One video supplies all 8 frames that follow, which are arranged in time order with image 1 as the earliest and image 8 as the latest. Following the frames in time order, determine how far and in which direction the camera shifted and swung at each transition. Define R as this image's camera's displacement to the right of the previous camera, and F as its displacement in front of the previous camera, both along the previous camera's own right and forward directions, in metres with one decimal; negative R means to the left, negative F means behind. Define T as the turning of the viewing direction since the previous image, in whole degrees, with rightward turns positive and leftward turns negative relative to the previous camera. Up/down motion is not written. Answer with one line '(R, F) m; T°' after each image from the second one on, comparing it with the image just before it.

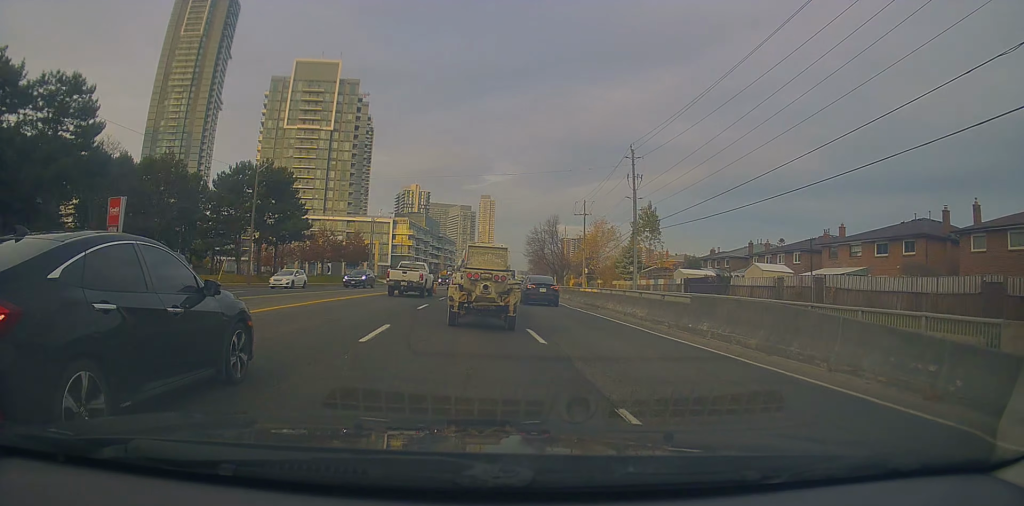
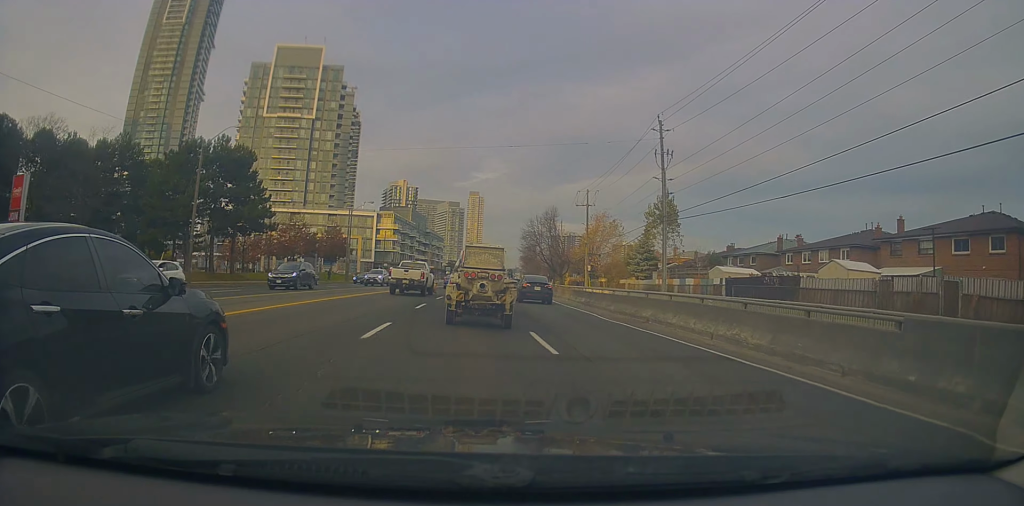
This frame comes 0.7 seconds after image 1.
(+0.1, +9.5) m; 0°
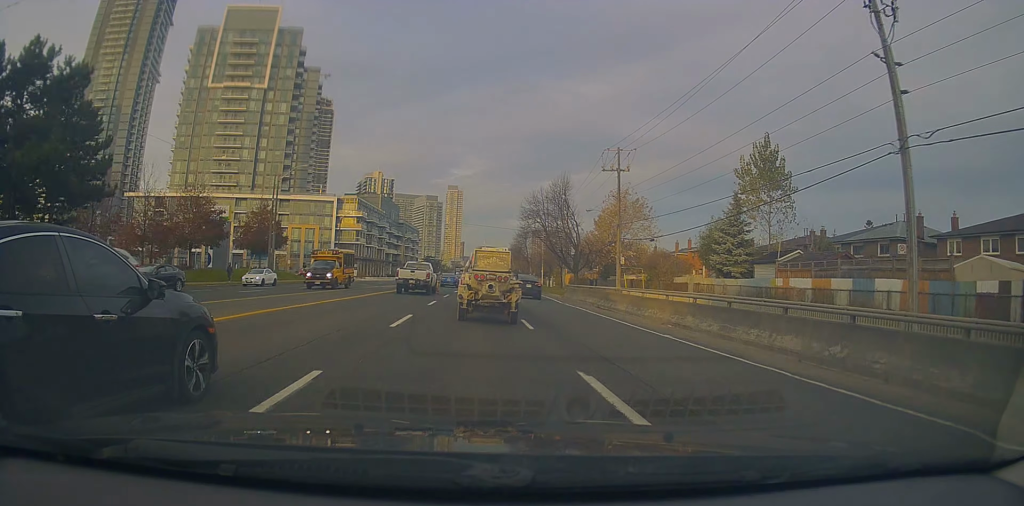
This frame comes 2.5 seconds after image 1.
(+0.2, +26.2) m; +2°
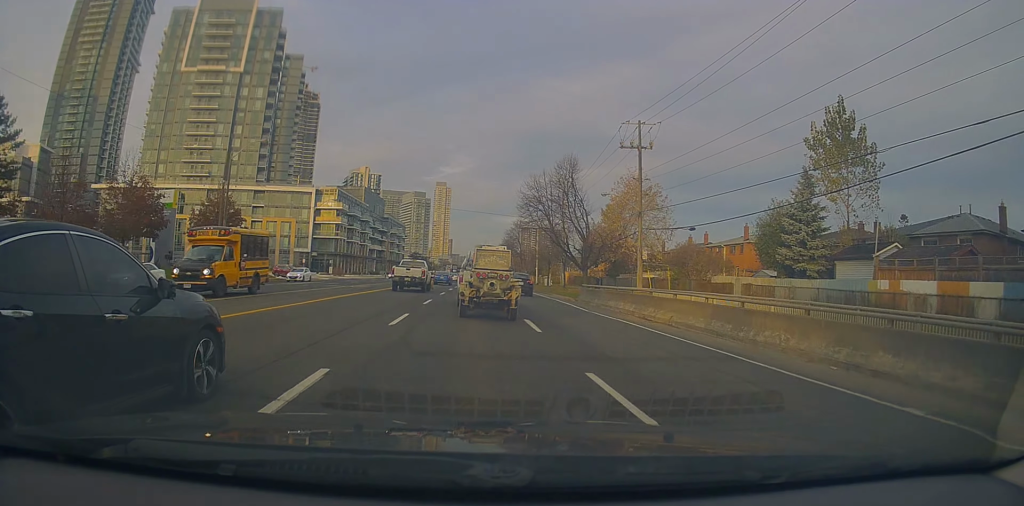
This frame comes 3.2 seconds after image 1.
(0.0, +9.6) m; 0°
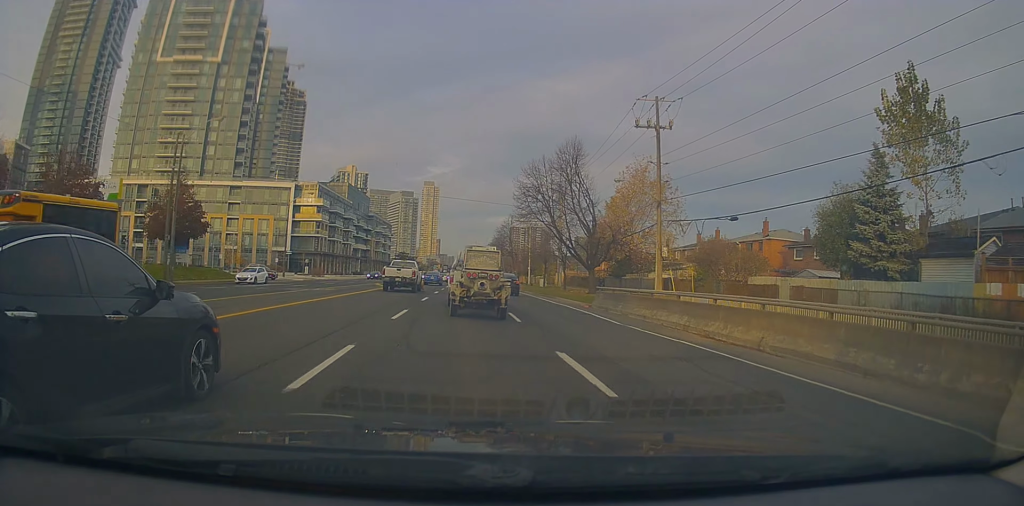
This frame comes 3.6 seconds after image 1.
(0.0, +6.8) m; 0°
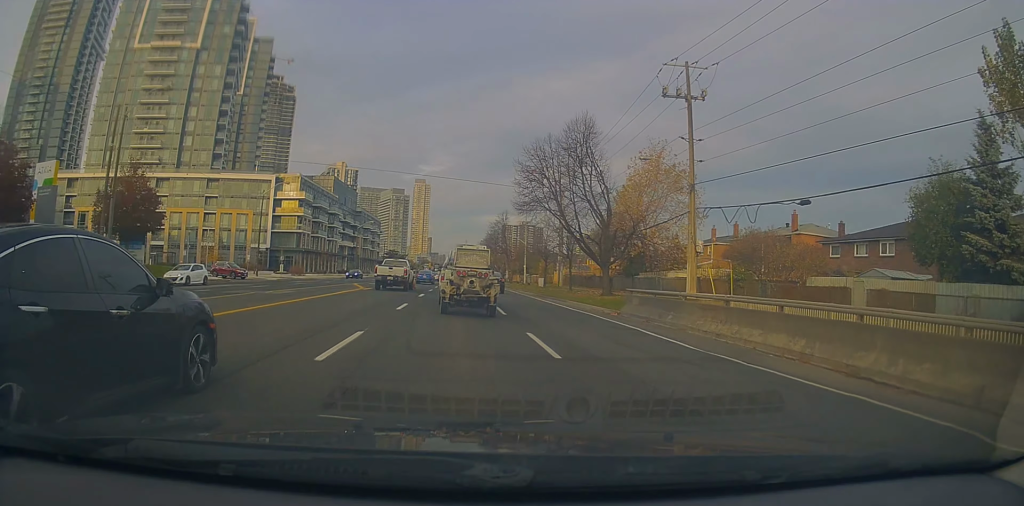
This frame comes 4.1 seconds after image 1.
(-0.1, +7.3) m; +1°
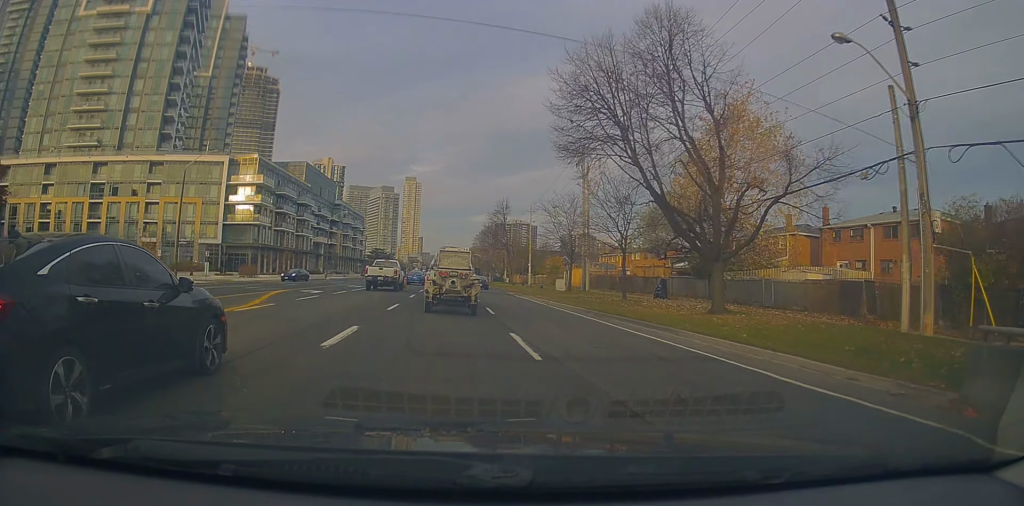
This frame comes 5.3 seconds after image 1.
(+0.5, +18.3) m; +2°
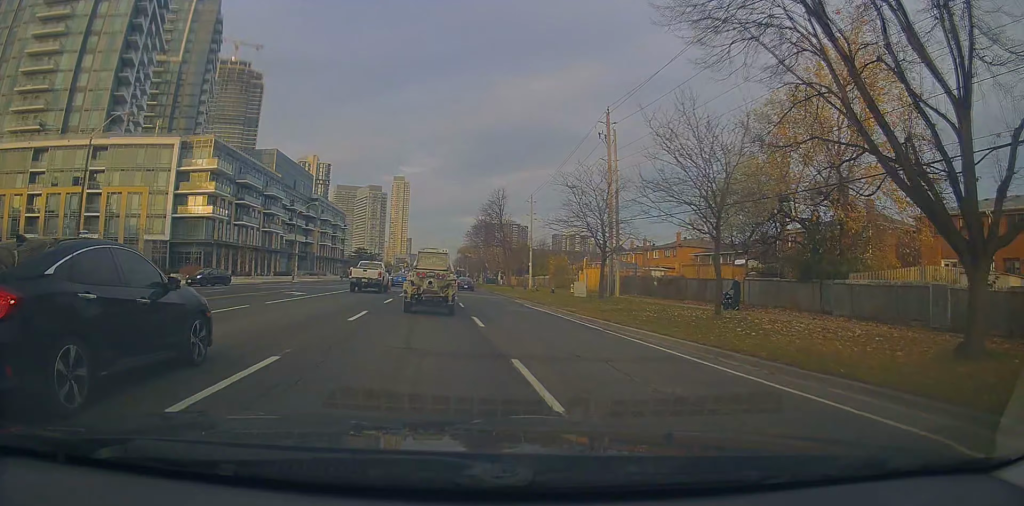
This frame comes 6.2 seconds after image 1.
(+0.1, +13.9) m; +1°
